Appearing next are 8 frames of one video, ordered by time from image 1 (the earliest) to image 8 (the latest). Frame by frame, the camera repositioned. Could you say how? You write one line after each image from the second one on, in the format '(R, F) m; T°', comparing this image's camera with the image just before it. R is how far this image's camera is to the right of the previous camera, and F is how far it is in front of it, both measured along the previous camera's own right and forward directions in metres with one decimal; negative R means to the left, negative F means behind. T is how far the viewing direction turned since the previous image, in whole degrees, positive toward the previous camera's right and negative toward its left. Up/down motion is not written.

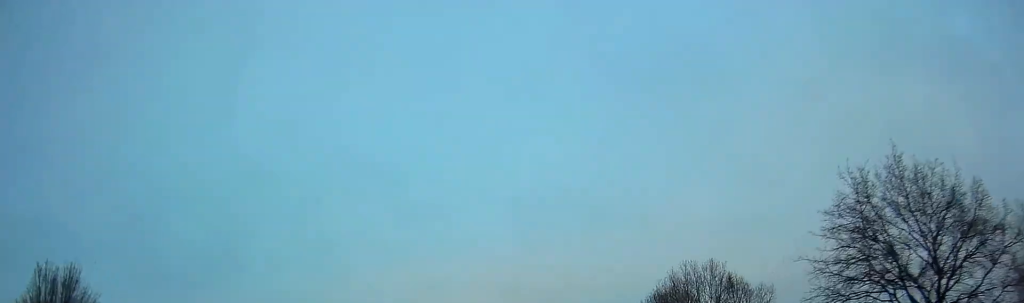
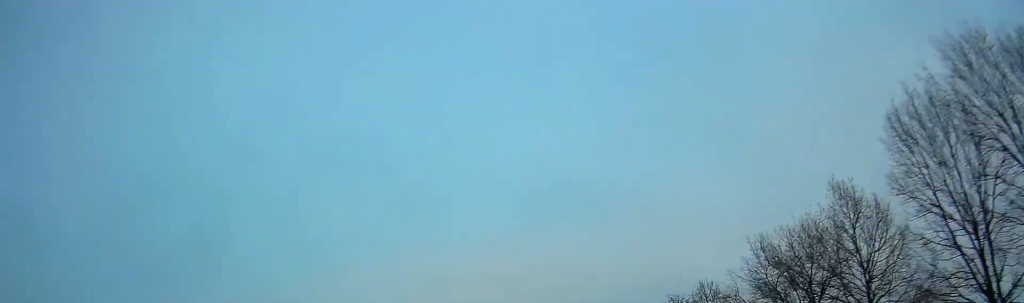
(-0.2, +80.7) m; 0°
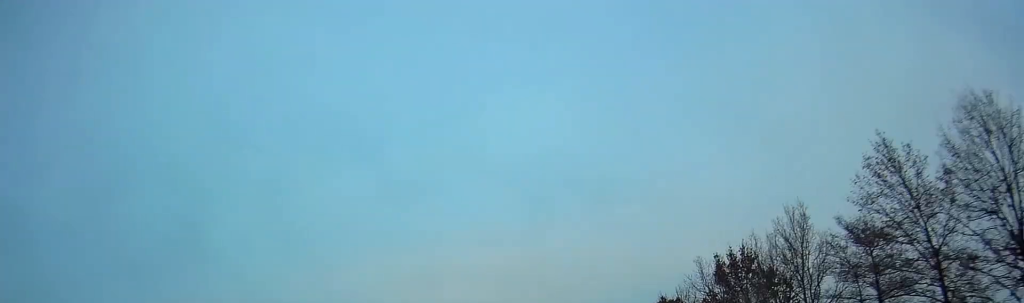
(0.0, +35.8) m; 0°
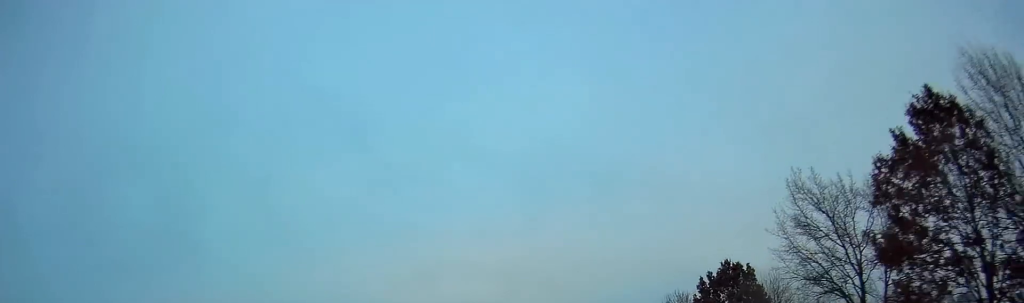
(-0.2, +48.7) m; 0°
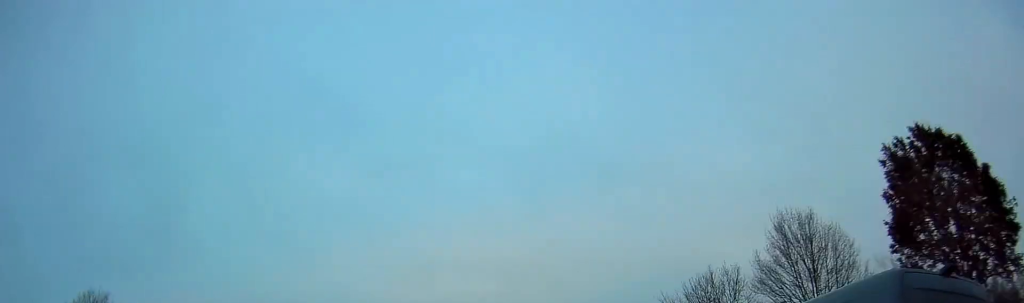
(-0.1, +27.7) m; 0°
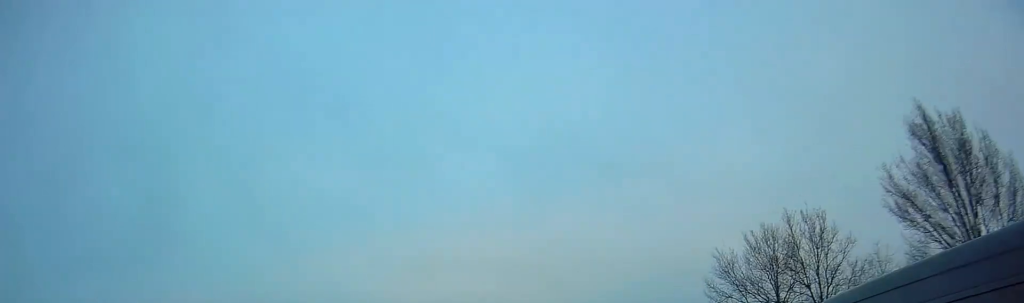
(+0.2, +15.1) m; 0°
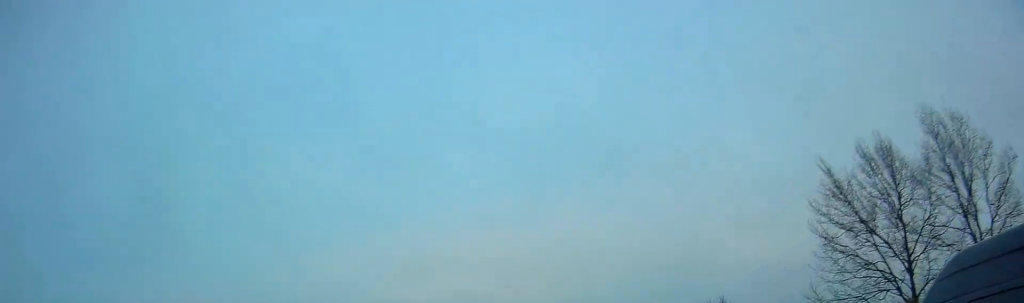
(+0.2, +14.5) m; 0°
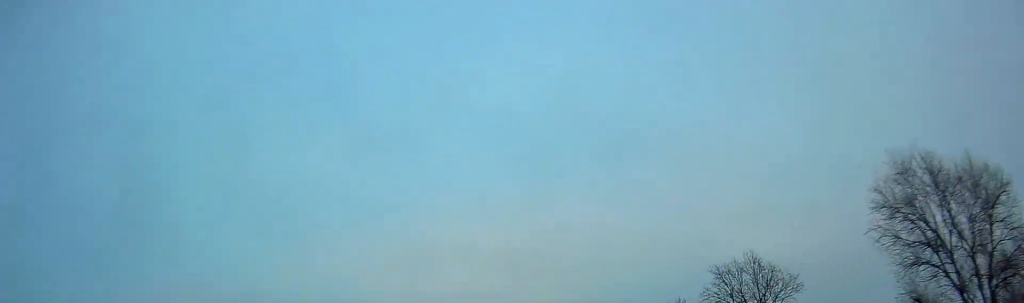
(-0.5, +37.4) m; 0°
